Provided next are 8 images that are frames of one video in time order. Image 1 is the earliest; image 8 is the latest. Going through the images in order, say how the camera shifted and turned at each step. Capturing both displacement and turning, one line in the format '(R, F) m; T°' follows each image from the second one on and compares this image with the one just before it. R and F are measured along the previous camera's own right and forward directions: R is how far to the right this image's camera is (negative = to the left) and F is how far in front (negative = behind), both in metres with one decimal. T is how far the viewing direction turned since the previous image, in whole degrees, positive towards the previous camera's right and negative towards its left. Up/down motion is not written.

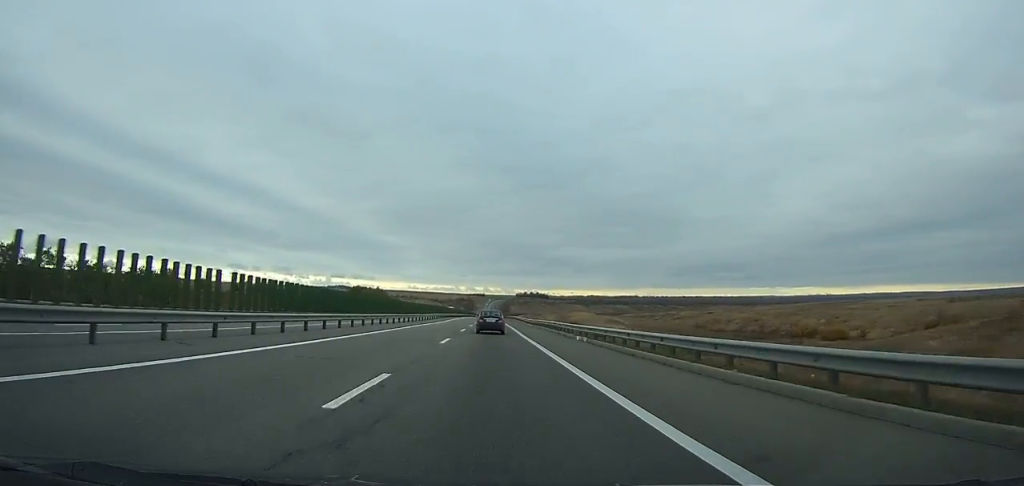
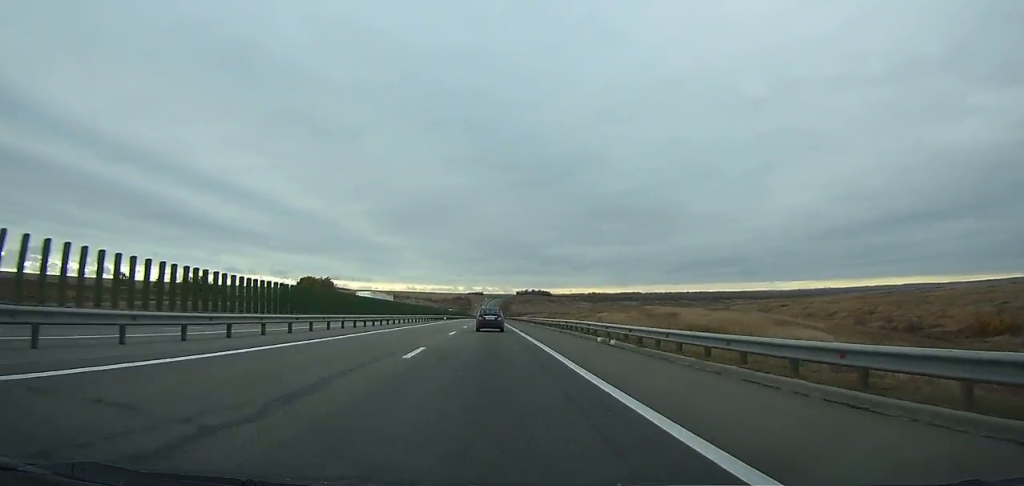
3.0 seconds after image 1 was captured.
(0.0, +93.7) m; 0°
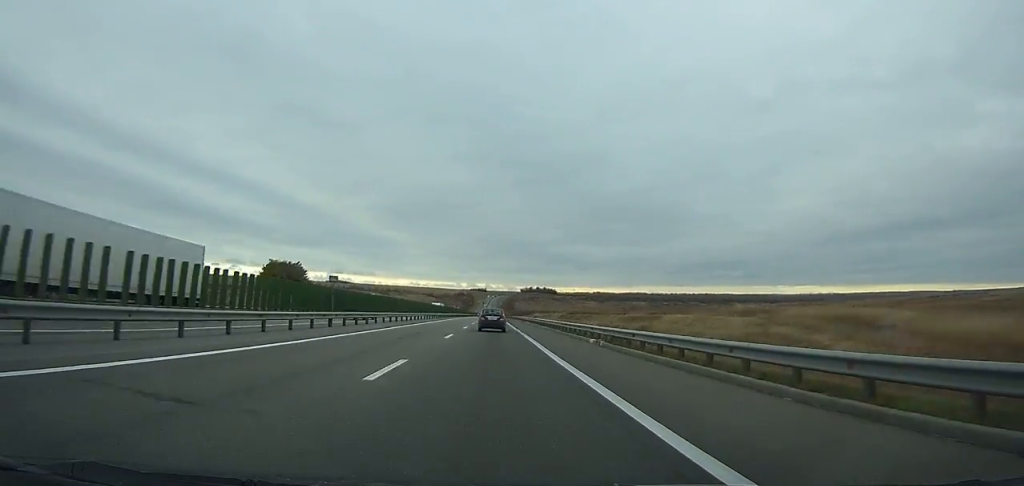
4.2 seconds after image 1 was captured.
(0.0, +37.0) m; 0°
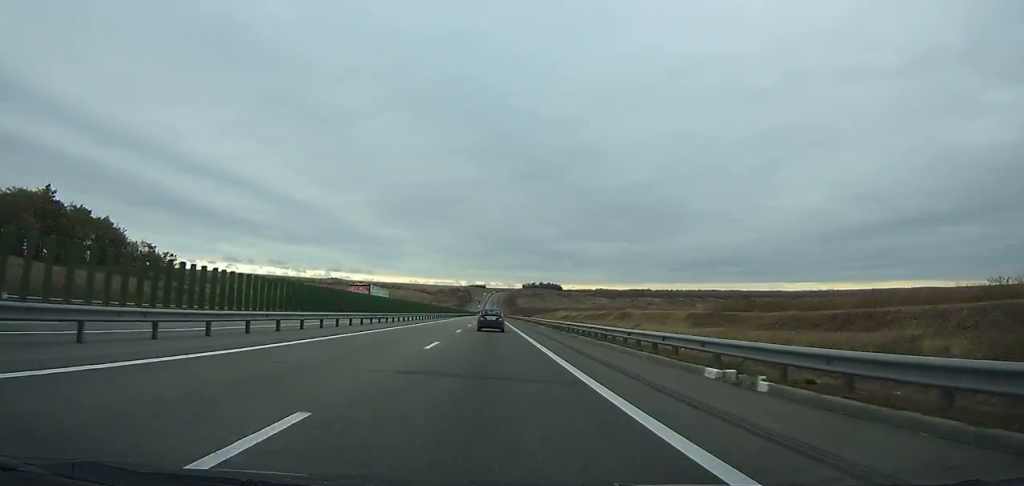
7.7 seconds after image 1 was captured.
(+0.2, +104.1) m; 0°
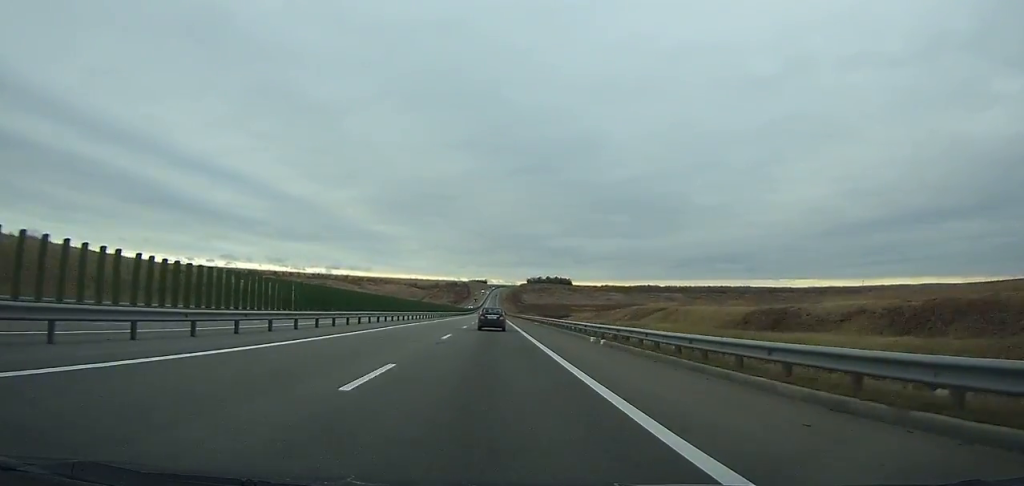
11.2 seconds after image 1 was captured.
(-0.1, +99.9) m; 0°
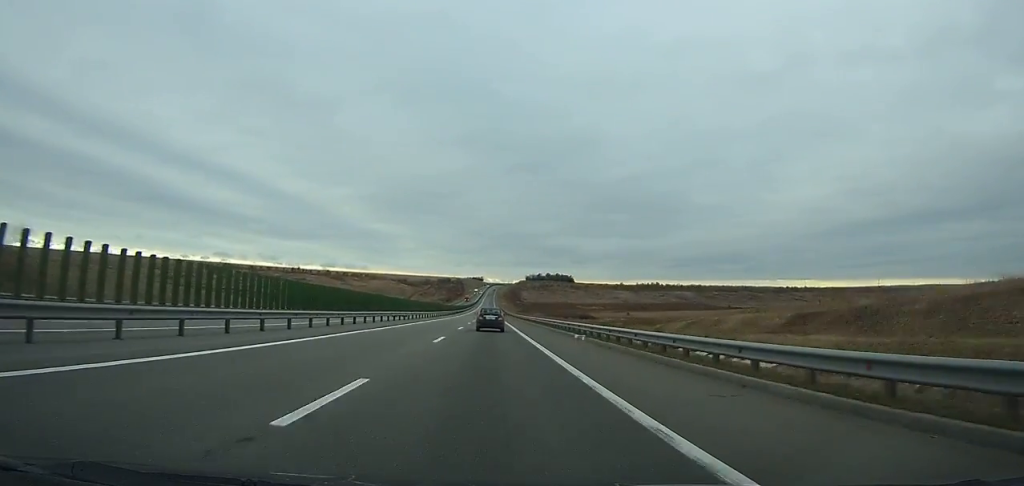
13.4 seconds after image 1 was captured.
(0.0, +61.0) m; 0°
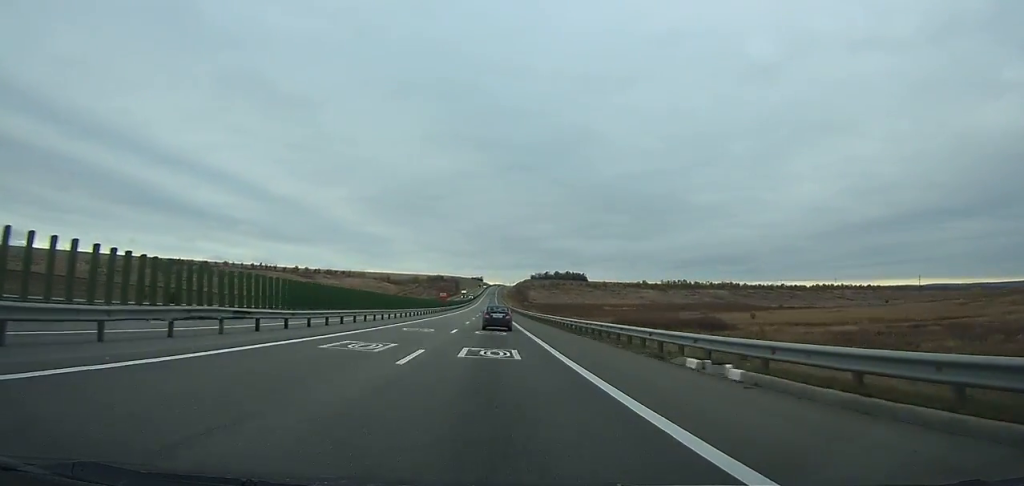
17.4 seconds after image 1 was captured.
(-0.2, +111.6) m; 0°
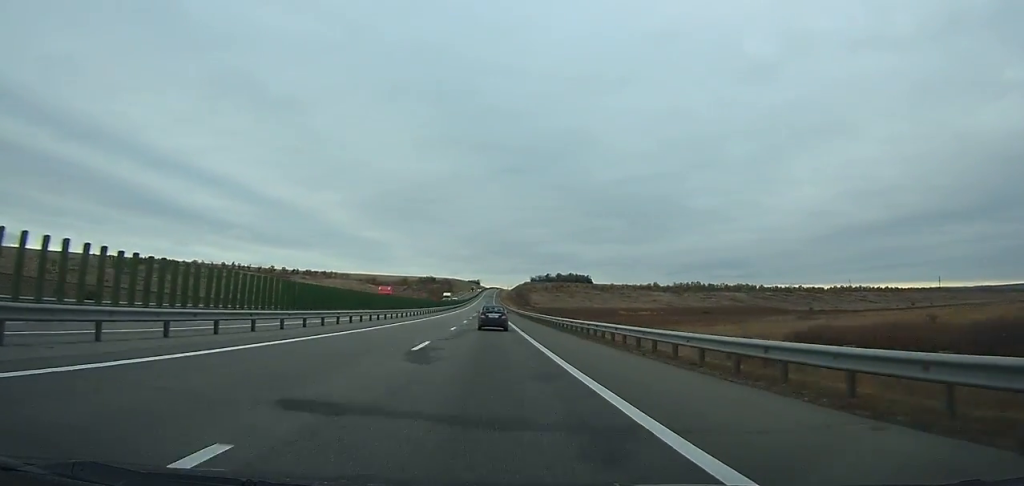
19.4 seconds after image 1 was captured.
(0.0, +58.9) m; 0°
